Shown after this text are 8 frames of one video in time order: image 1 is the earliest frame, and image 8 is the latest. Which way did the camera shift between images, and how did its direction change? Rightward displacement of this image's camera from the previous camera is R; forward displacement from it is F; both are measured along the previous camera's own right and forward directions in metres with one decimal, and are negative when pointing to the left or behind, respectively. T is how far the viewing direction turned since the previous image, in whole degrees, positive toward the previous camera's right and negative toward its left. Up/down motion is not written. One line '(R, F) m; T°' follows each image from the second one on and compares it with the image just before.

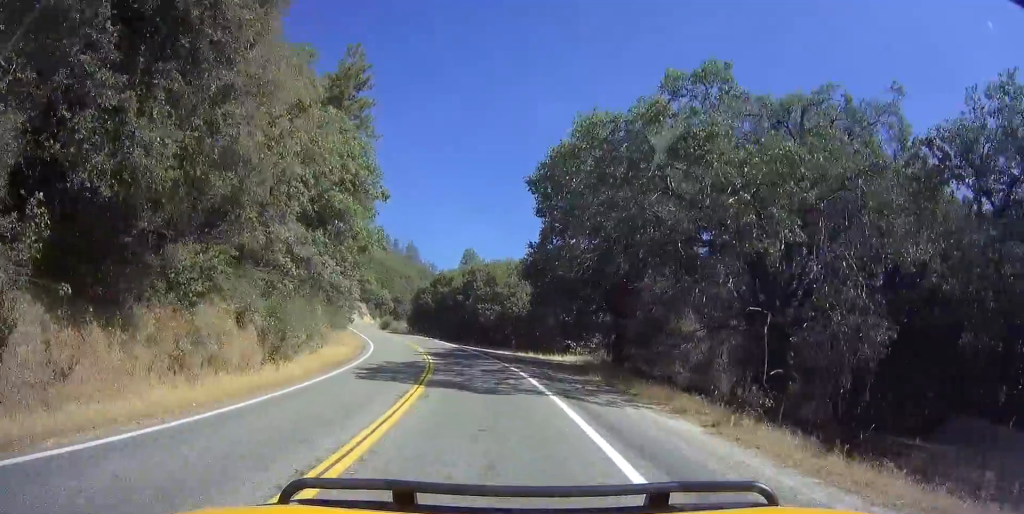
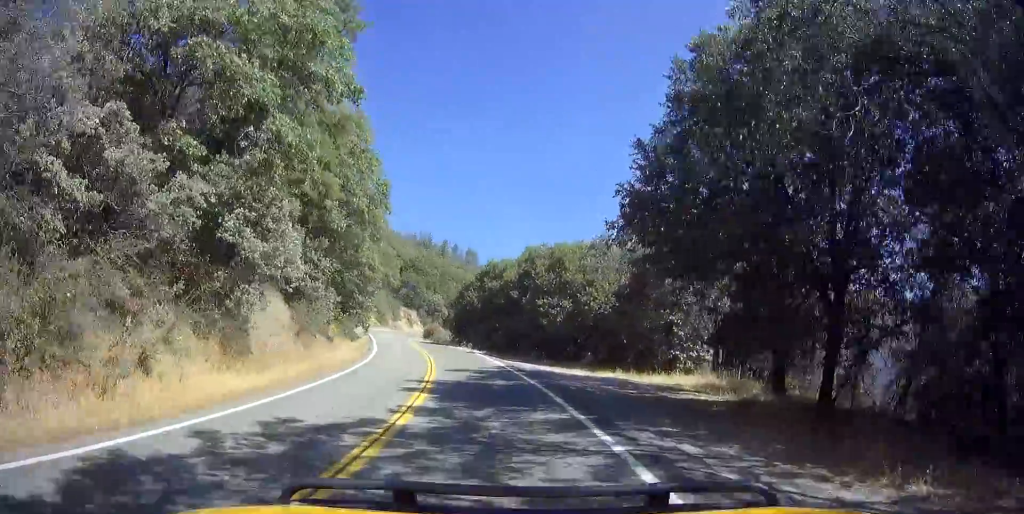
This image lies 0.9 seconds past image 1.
(-1.0, +16.2) m; -6°
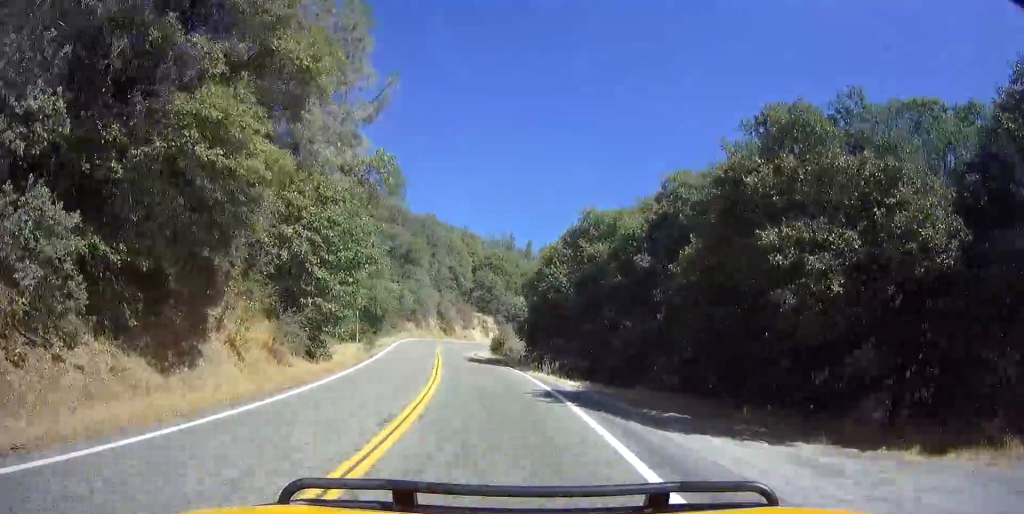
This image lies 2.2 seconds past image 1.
(-1.3, +23.3) m; -5°
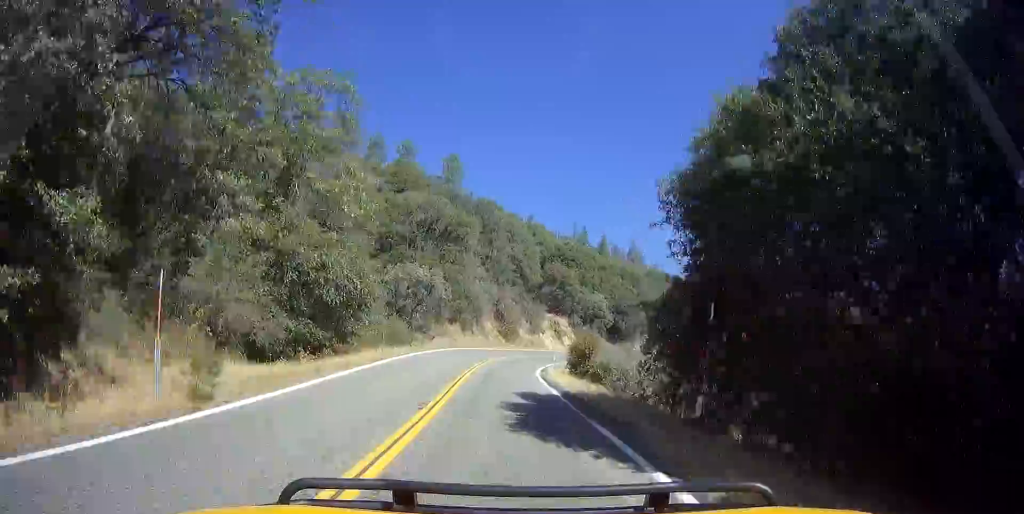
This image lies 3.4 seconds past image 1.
(-0.5, +20.7) m; 0°
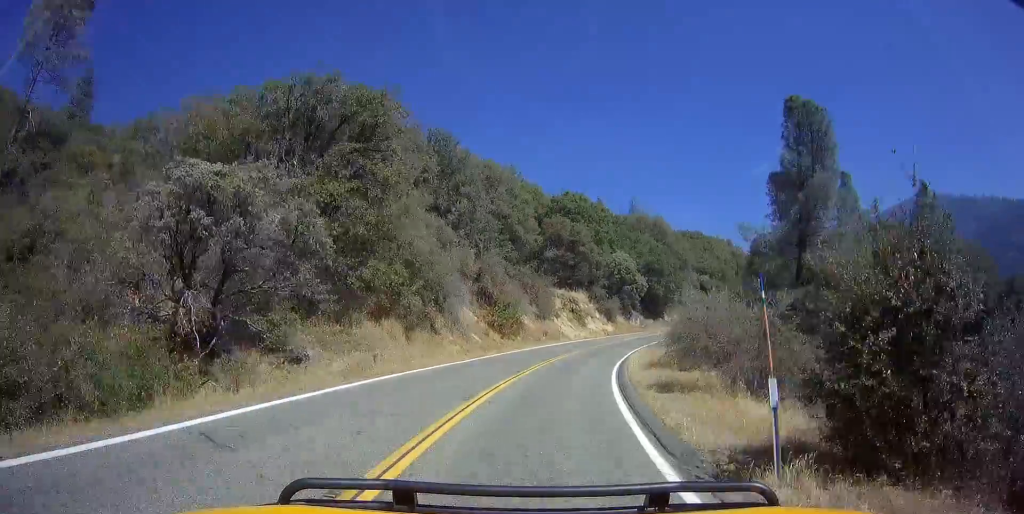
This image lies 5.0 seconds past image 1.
(+1.9, +28.0) m; +13°
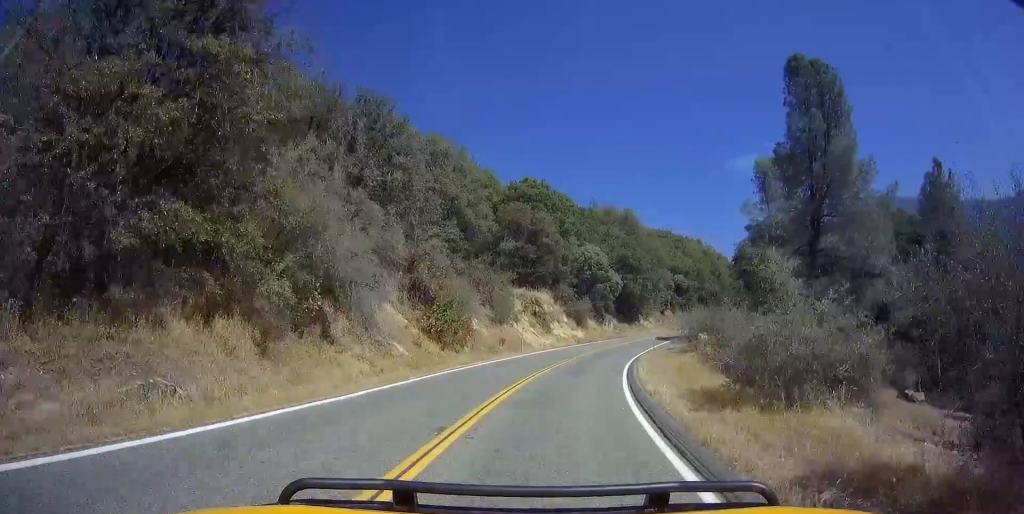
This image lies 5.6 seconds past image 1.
(+0.9, +11.1) m; +7°
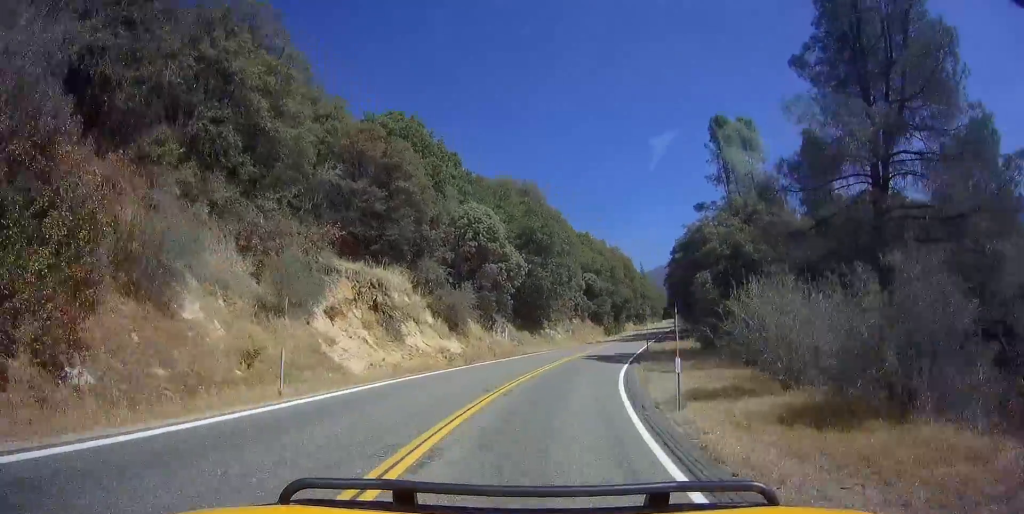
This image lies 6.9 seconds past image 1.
(+2.3, +23.1) m; +7°
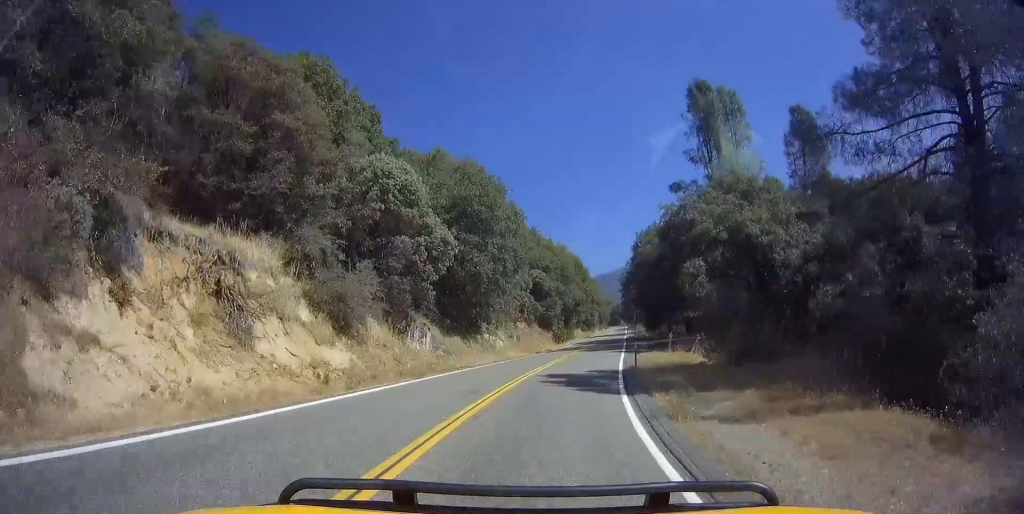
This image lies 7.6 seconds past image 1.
(+0.1, +10.7) m; 0°
